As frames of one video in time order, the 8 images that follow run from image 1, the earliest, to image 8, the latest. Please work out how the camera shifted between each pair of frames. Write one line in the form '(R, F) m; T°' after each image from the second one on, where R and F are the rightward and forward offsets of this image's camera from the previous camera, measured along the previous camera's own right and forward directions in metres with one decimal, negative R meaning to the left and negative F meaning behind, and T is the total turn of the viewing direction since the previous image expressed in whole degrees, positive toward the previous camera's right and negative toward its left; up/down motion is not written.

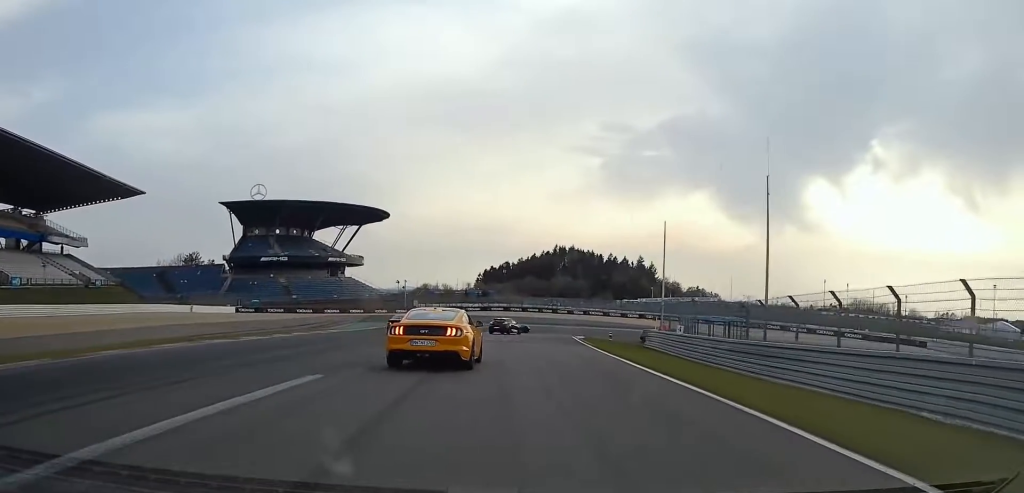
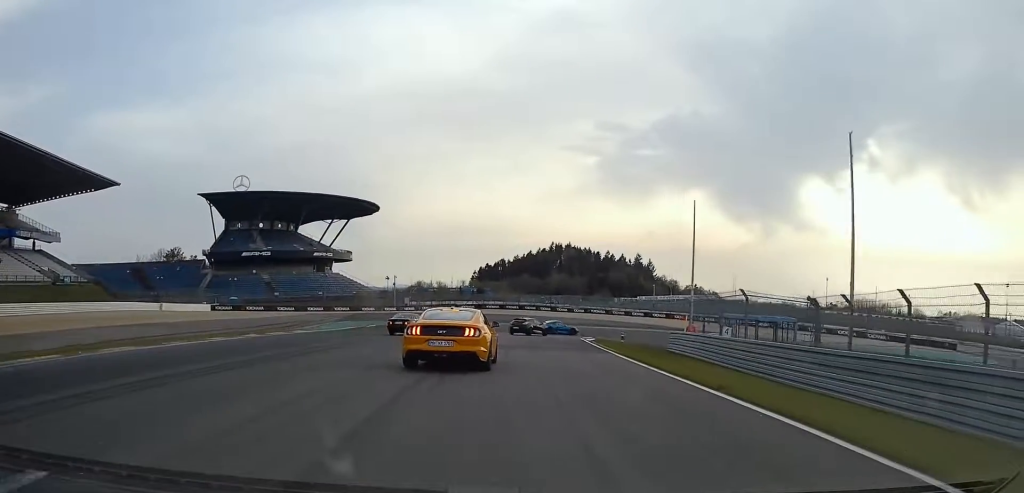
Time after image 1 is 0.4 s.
(+0.1, +8.7) m; 0°
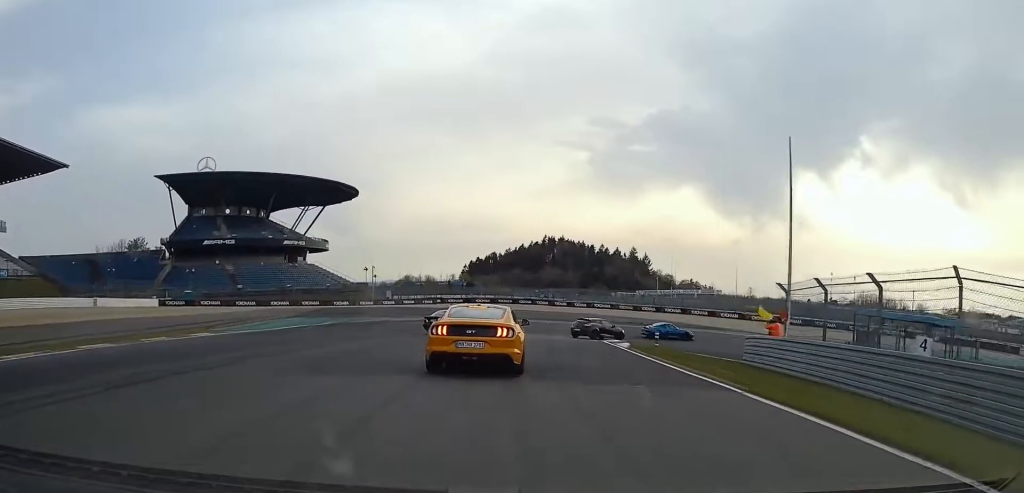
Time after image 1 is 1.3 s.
(0.0, +14.8) m; -1°
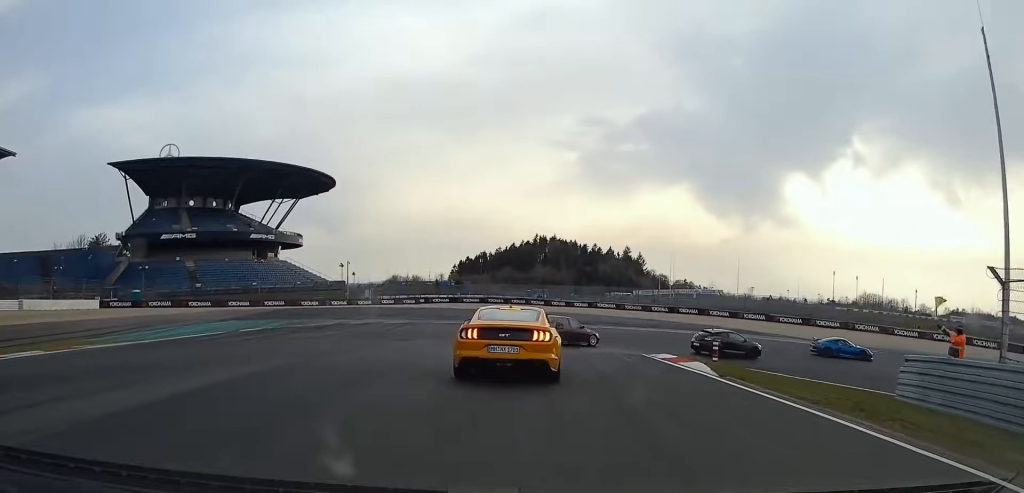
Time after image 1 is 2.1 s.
(-0.1, +13.0) m; 0°
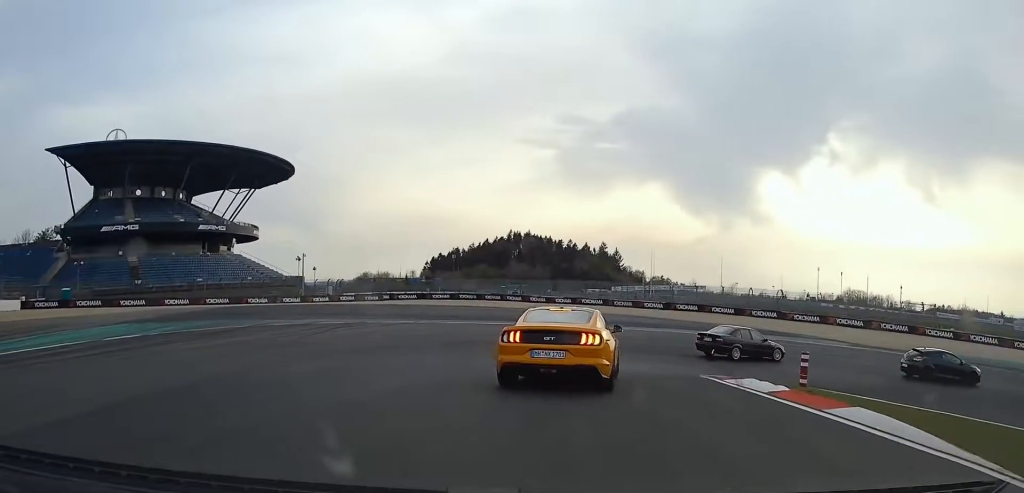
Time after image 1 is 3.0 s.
(0.0, +12.1) m; +2°
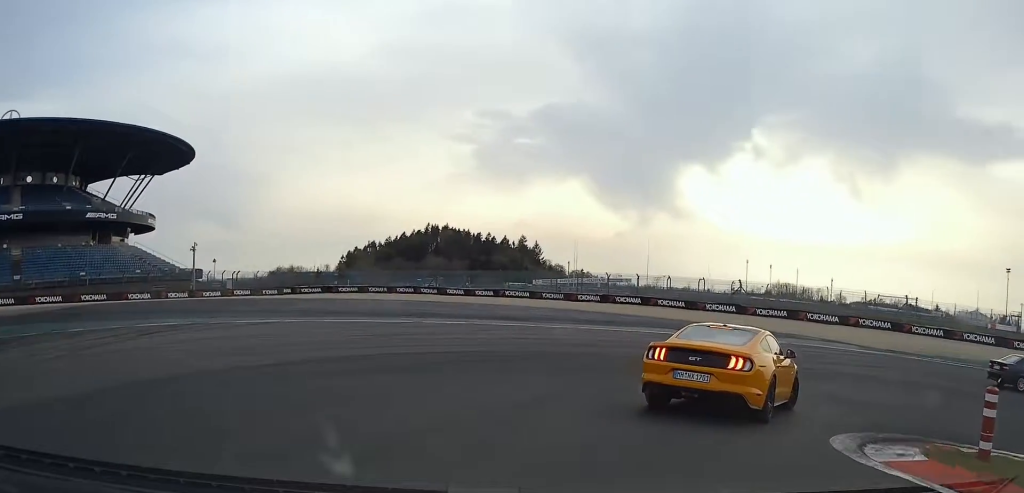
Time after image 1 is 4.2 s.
(+0.6, +11.7) m; +11°
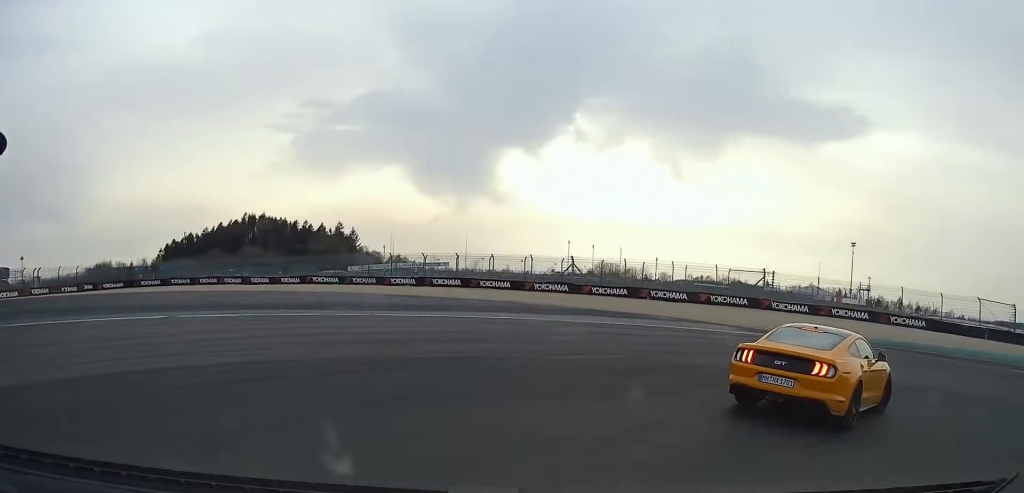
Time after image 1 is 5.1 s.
(+0.8, +6.8) m; +18°
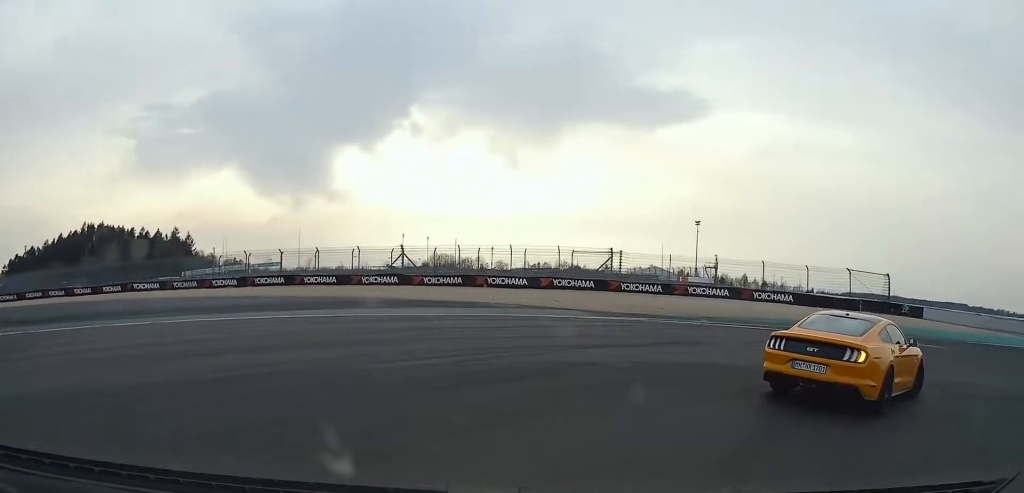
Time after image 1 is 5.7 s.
(+0.3, +3.8) m; +17°
